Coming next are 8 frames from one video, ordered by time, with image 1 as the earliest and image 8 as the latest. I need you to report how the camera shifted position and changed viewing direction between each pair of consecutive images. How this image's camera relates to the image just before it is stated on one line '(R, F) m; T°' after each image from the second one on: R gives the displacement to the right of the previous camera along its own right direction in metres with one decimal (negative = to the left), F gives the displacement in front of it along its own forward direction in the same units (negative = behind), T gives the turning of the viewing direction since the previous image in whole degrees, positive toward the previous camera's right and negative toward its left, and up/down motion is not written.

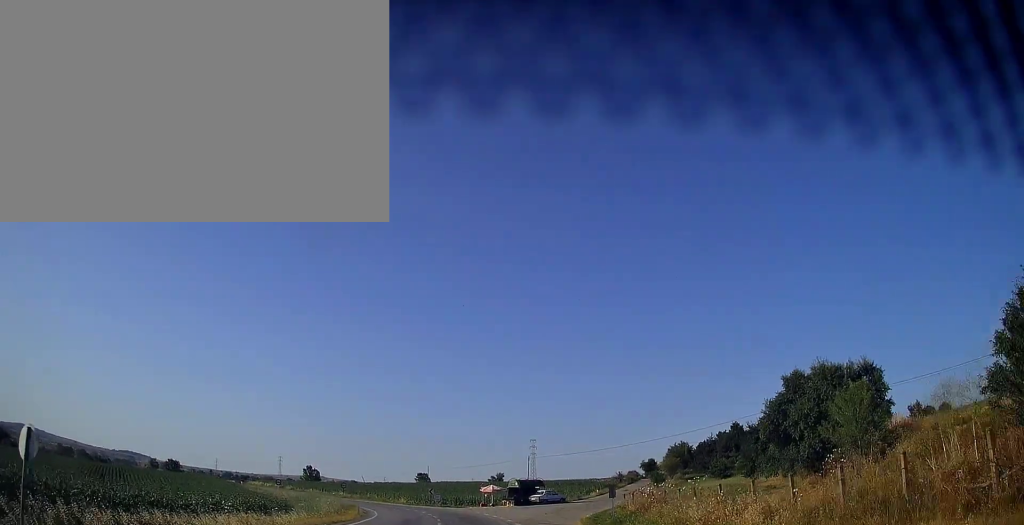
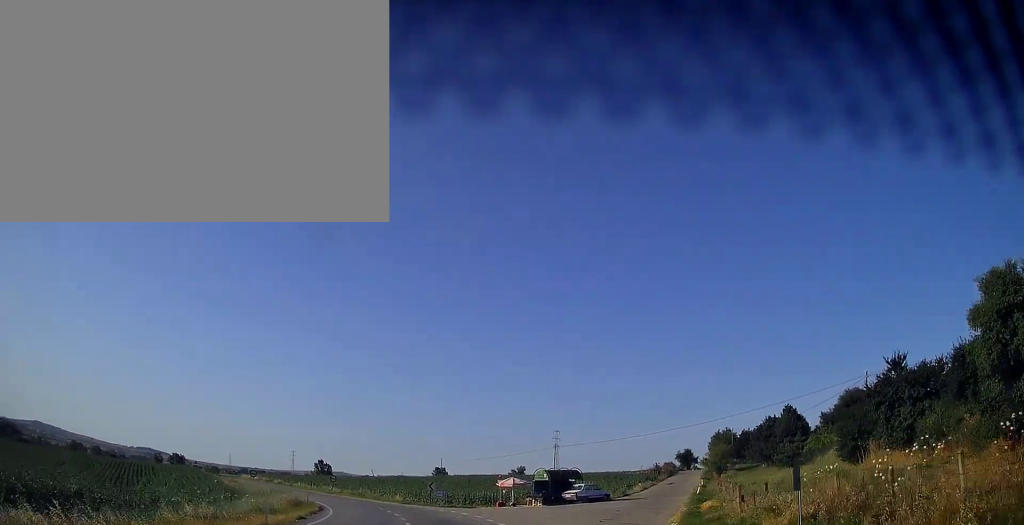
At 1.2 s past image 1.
(-0.1, +16.1) m; -1°
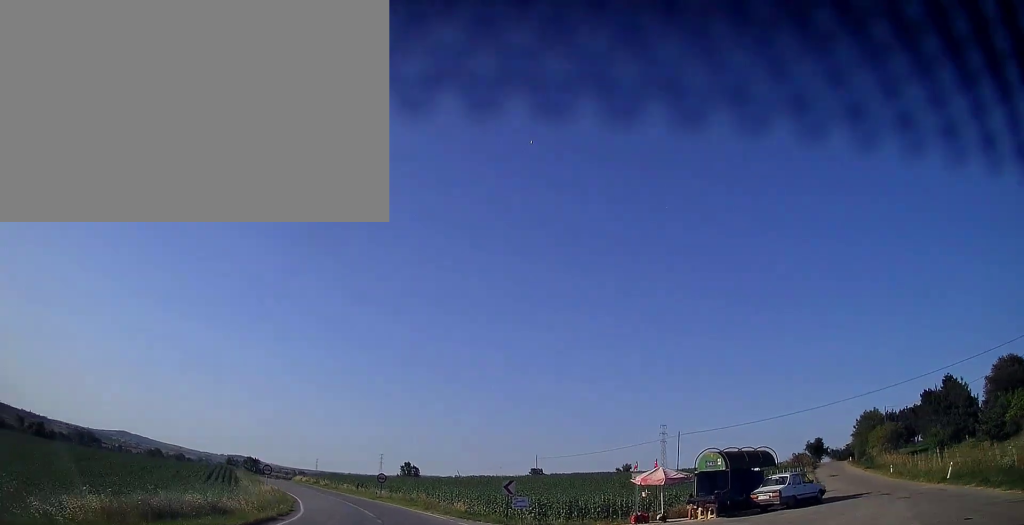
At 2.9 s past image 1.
(-1.3, +22.4) m; -9°
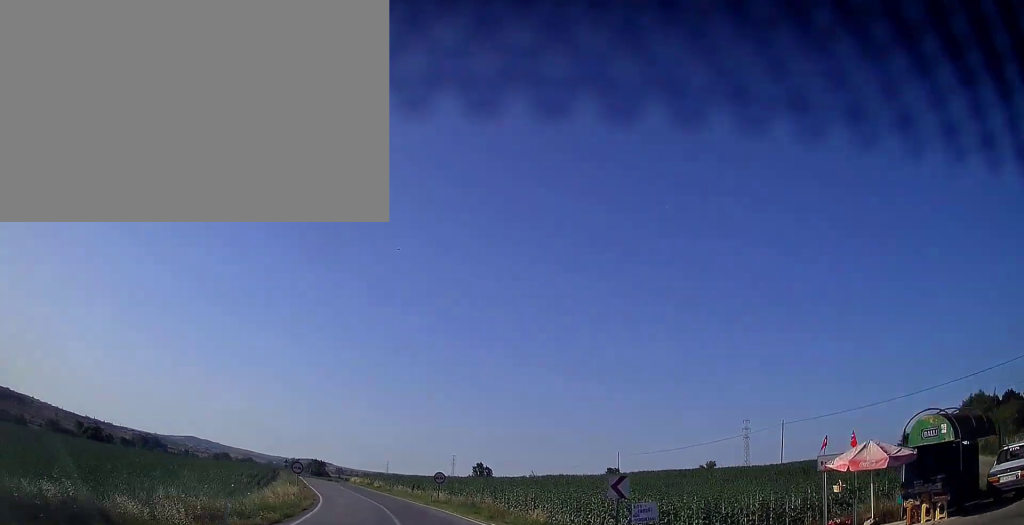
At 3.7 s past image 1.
(-0.5, +10.4) m; -5°
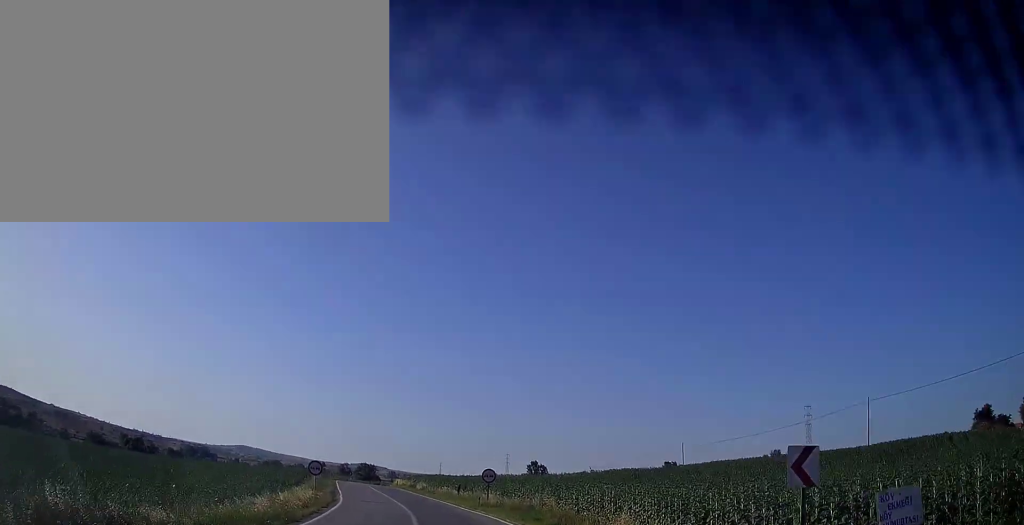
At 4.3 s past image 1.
(-0.3, +7.8) m; -4°
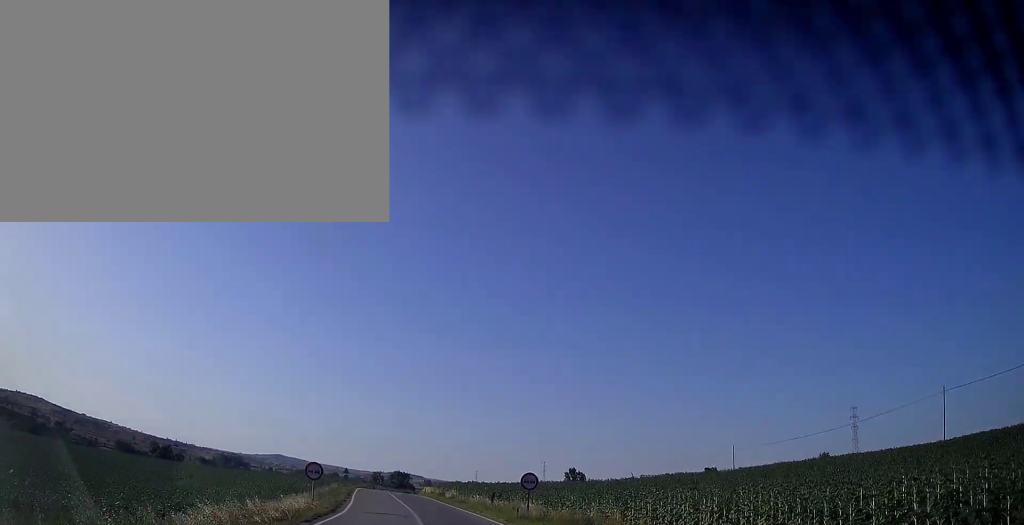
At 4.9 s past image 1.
(-0.2, +7.0) m; -4°
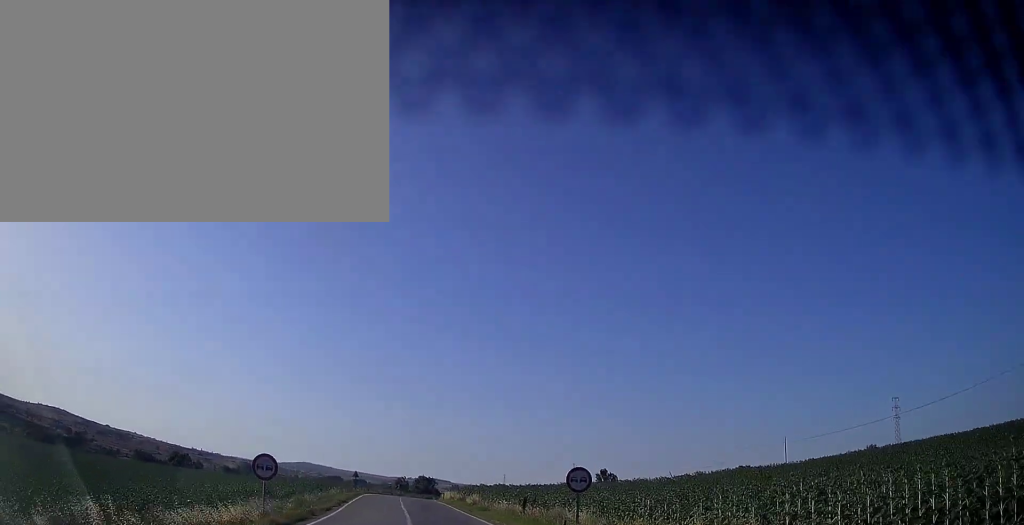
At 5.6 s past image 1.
(-0.5, +9.3) m; -4°
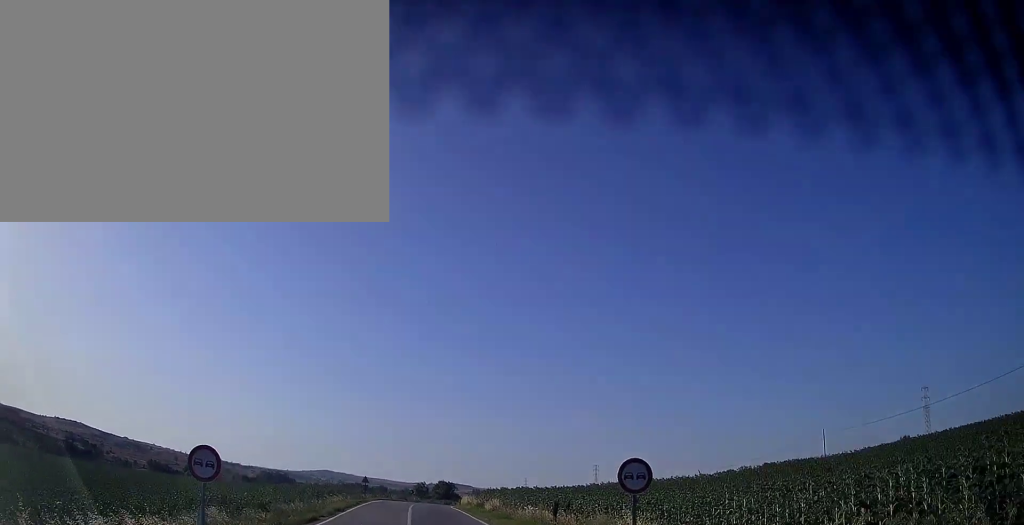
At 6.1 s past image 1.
(-0.1, +5.6) m; -2°
